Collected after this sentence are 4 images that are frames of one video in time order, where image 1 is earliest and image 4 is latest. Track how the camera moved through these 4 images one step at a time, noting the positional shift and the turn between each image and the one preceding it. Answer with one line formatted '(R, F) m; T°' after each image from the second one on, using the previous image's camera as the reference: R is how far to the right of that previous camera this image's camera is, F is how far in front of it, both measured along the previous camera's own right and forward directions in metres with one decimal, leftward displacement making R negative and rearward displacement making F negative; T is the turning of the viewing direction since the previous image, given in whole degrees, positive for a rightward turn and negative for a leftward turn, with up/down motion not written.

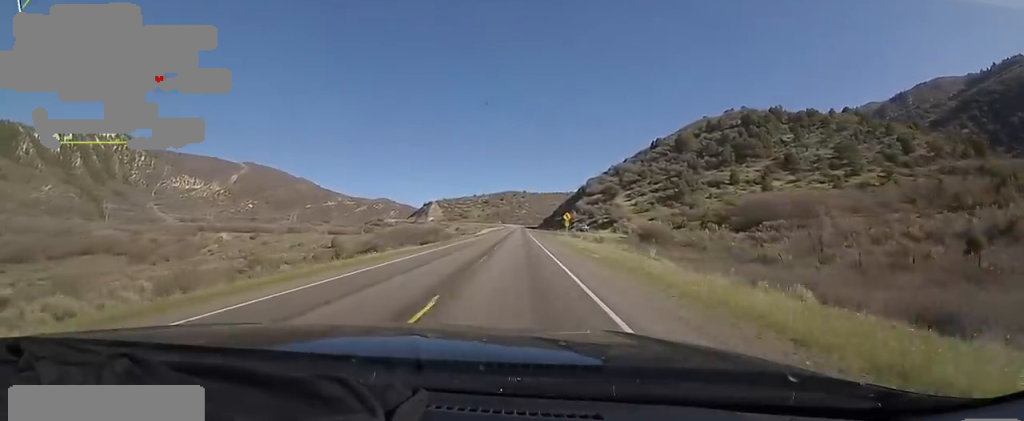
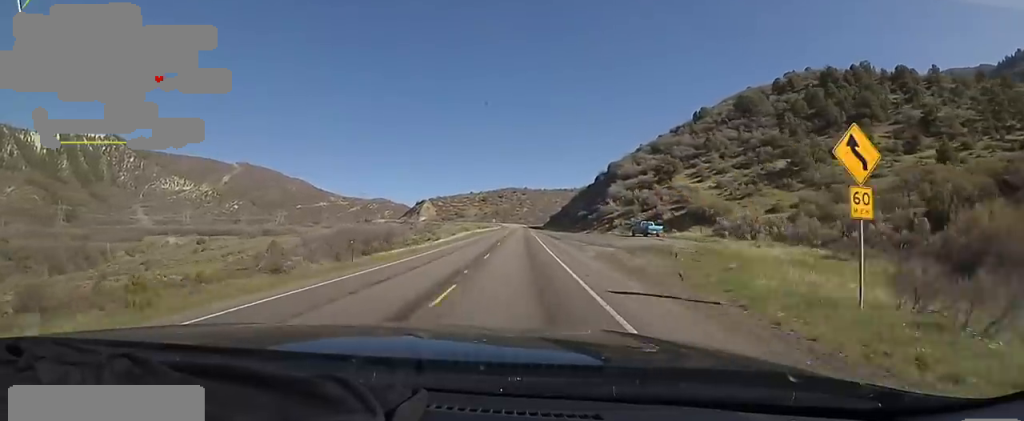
(-0.4, +57.9) m; -2°
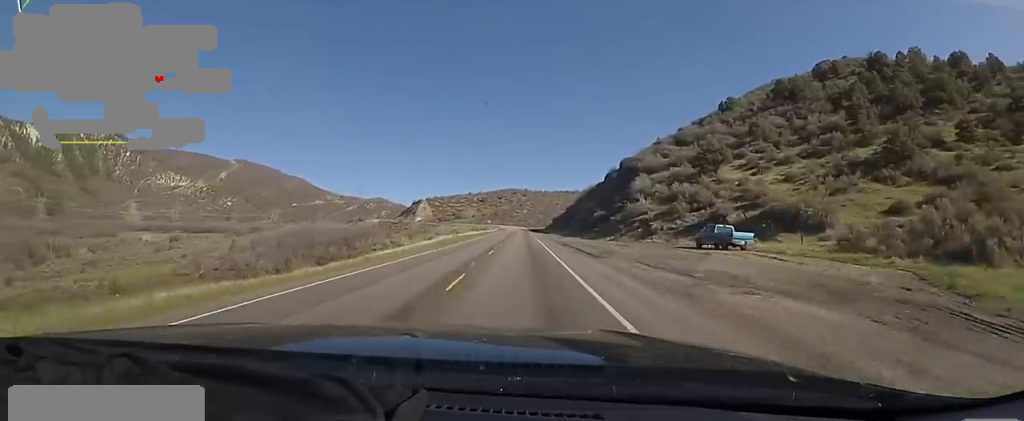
(-0.8, +22.4) m; 0°
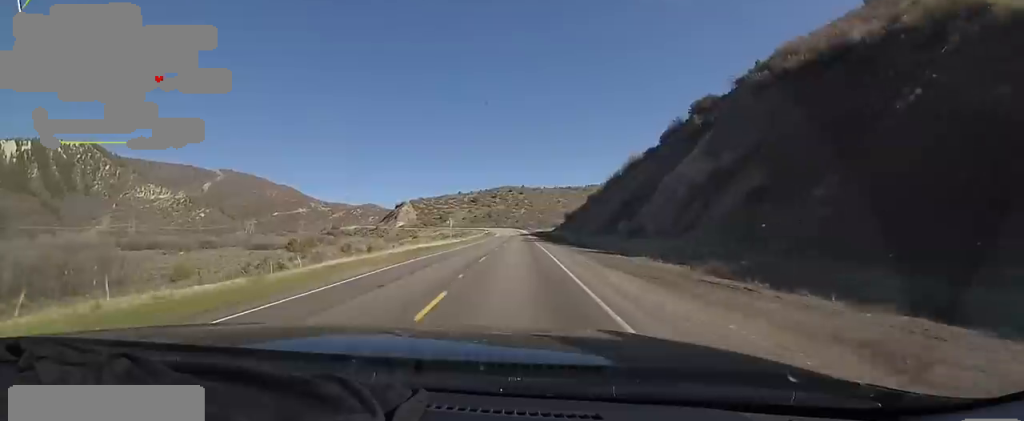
(+2.5, +75.9) m; +2°
